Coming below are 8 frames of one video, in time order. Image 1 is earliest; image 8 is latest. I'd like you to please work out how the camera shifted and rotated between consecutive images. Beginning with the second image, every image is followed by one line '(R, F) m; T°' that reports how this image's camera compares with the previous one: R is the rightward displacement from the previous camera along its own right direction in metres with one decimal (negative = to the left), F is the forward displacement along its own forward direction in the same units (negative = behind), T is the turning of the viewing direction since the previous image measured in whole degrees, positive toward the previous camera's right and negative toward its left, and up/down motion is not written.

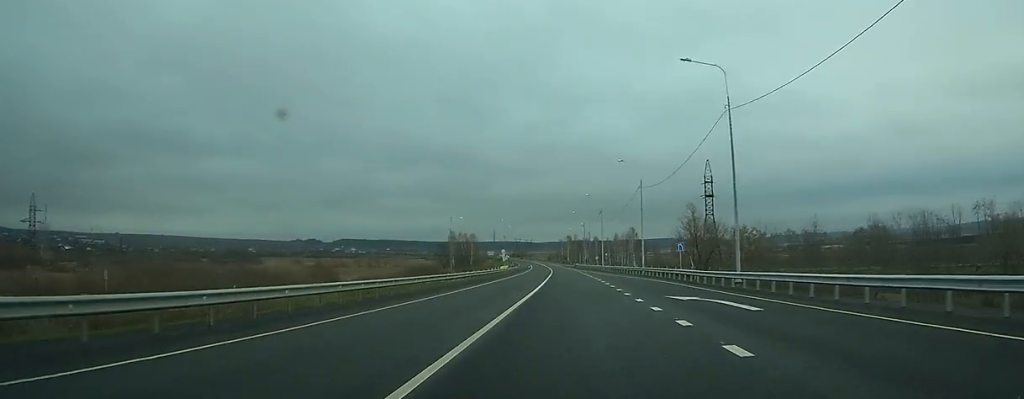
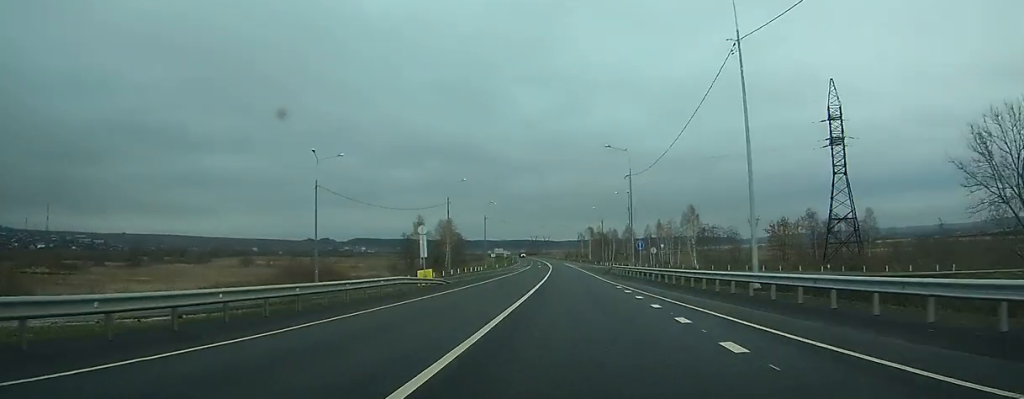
(-1.1, +79.7) m; -2°
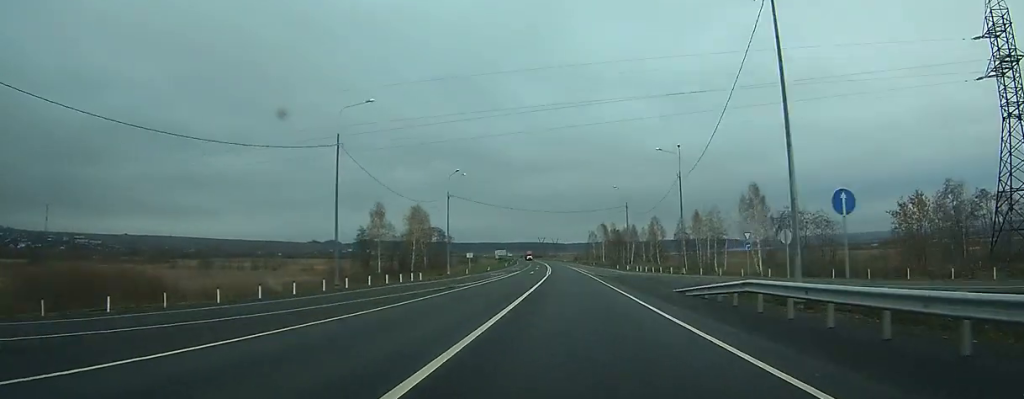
(-0.6, +43.7) m; -1°
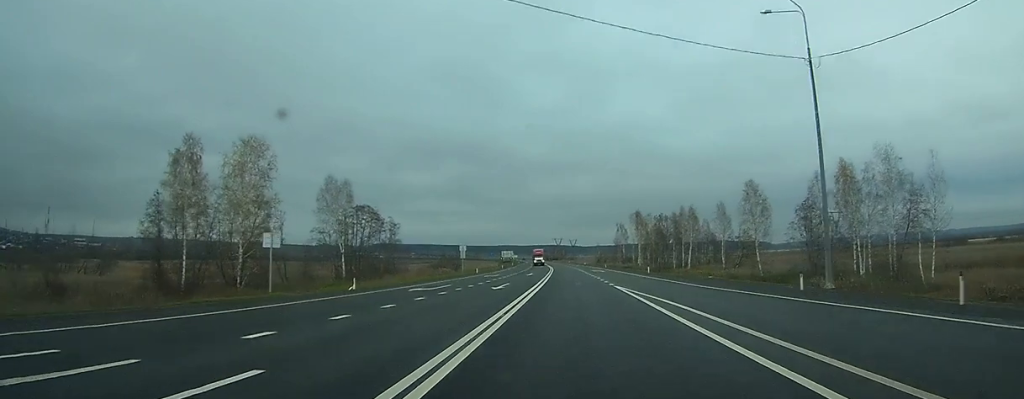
(-1.0, +70.6) m; -2°
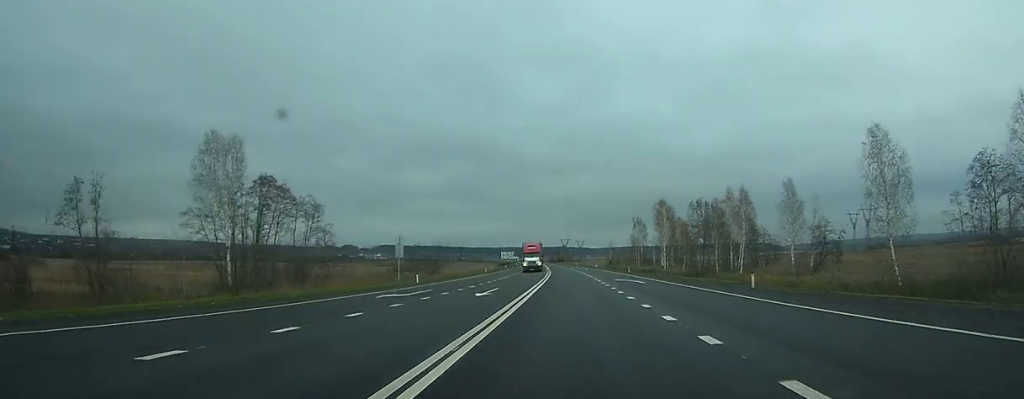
(-0.3, +34.9) m; -1°
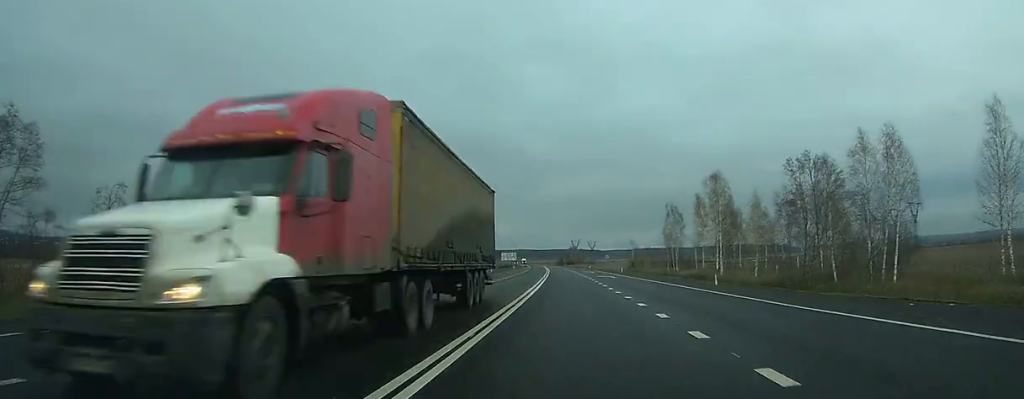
(-0.3, +42.8) m; -1°
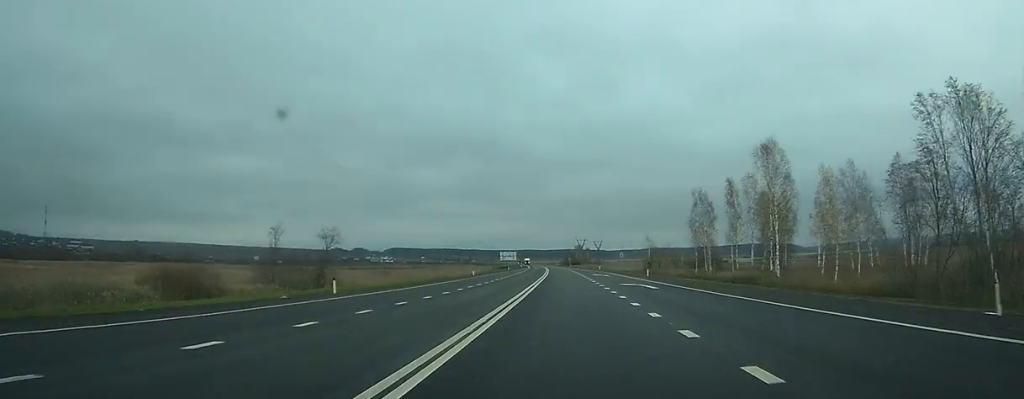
(0.0, +23.4) m; -1°
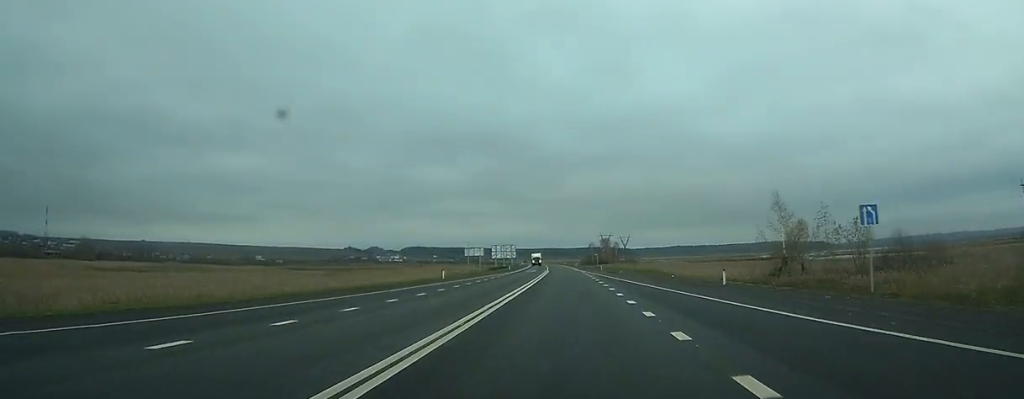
(-1.4, +80.0) m; -2°
